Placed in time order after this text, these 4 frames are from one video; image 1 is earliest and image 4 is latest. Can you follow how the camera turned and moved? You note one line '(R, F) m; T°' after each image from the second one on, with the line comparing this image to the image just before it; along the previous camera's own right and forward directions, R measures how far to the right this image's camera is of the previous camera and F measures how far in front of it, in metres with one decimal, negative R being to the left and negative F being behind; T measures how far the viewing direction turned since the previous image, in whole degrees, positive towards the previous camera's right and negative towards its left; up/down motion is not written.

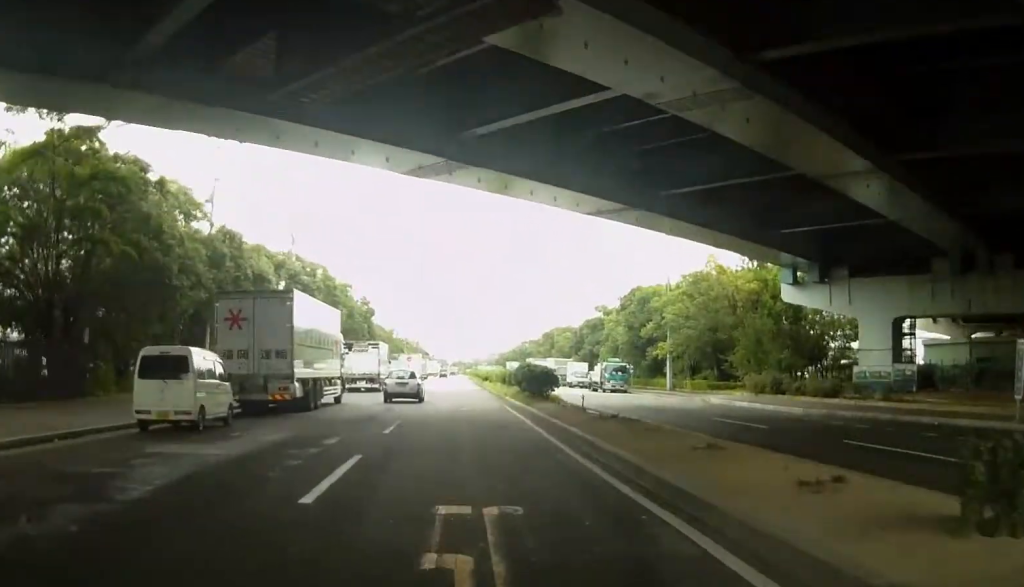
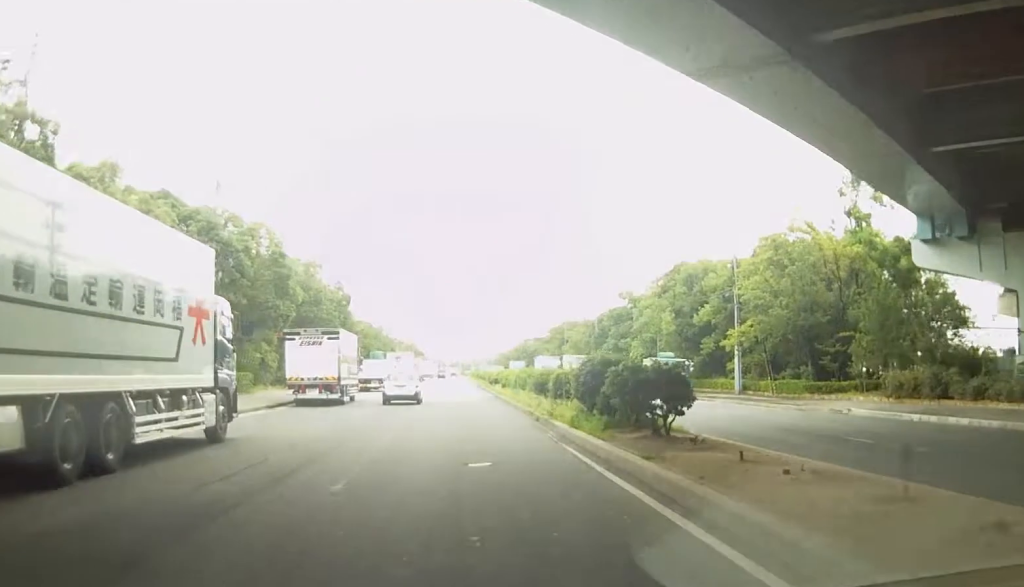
(-0.2, +22.1) m; +1°
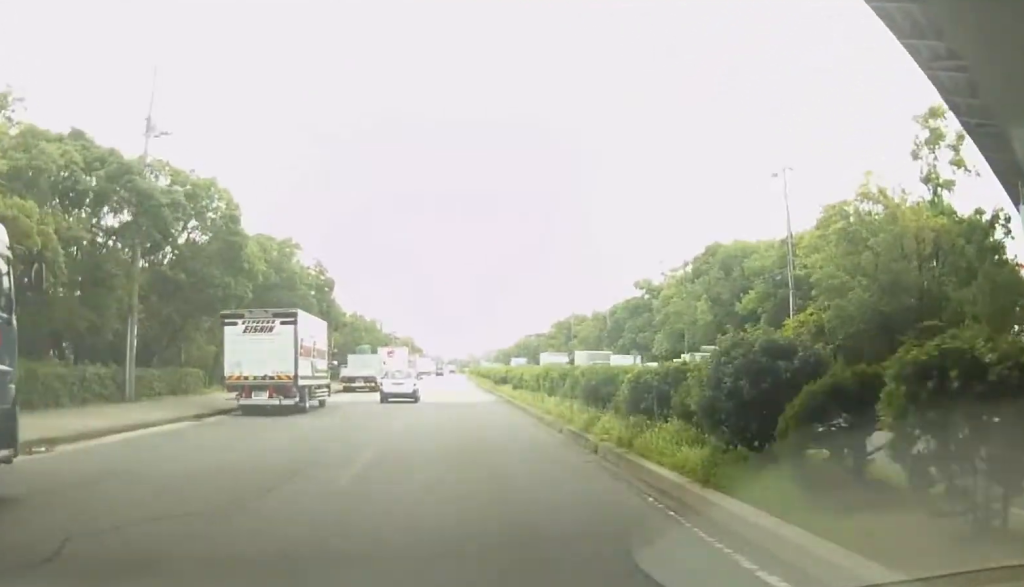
(+0.2, +10.8) m; -1°
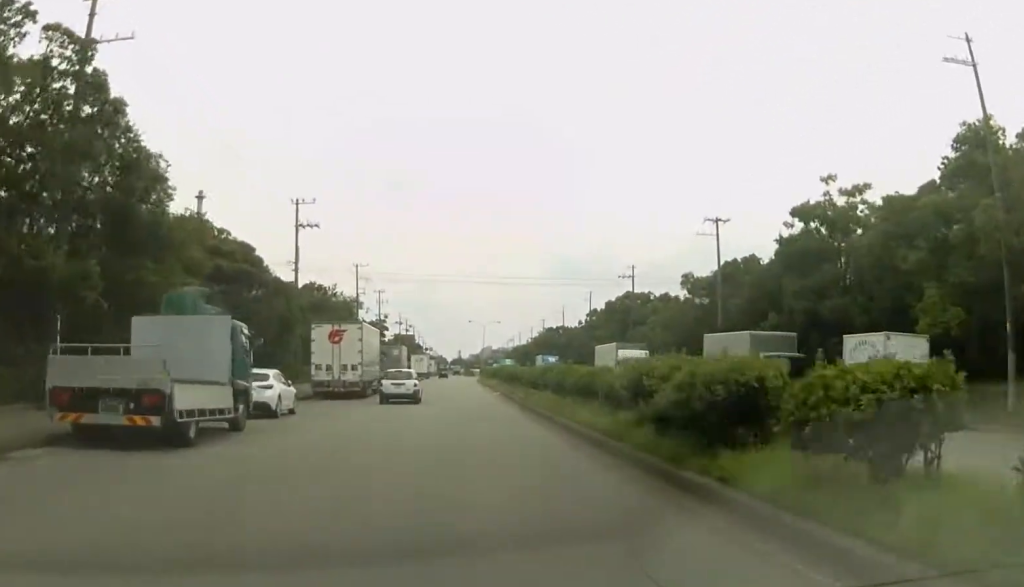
(-0.6, +42.8) m; 0°
